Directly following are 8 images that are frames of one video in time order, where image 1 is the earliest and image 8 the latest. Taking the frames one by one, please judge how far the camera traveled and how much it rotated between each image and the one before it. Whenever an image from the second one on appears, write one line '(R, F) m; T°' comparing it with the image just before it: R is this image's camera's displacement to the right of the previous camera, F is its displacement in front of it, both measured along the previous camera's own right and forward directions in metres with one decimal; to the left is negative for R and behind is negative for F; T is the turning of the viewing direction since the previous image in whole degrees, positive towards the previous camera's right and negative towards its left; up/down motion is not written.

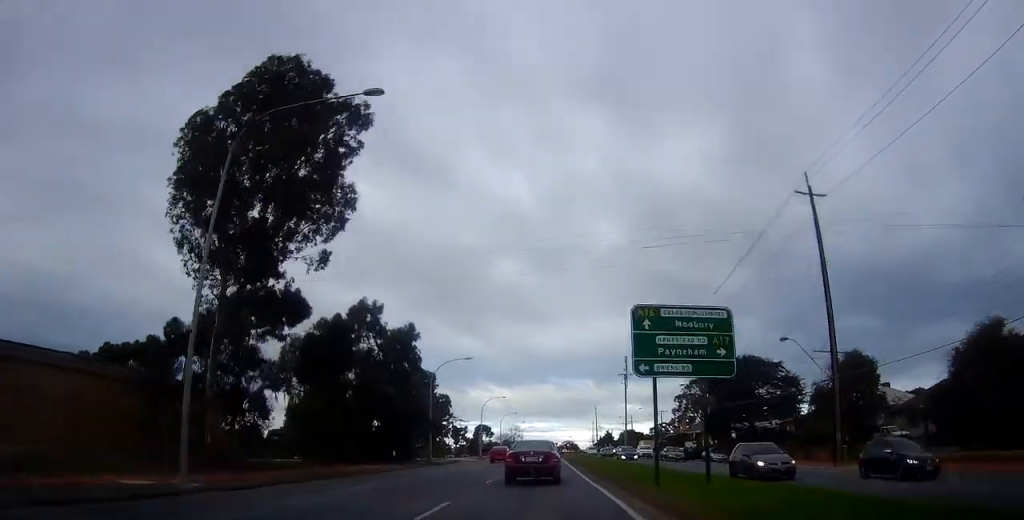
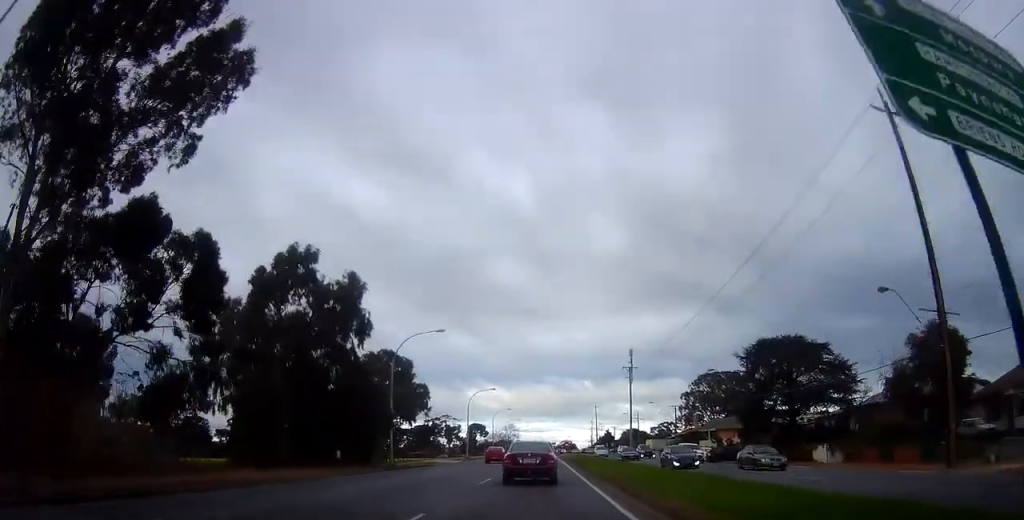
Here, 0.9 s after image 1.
(0.0, +12.6) m; +2°
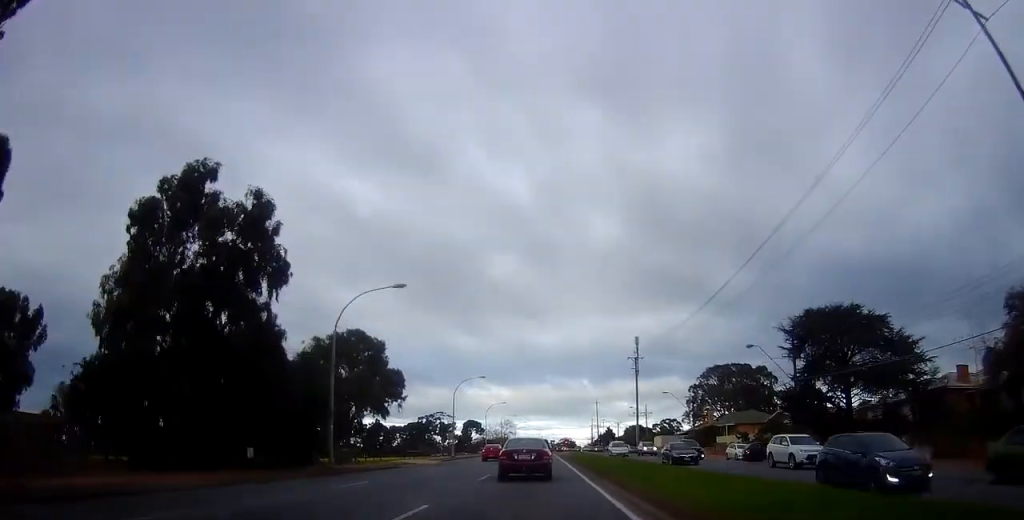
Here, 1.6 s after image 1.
(+0.4, +11.1) m; 0°
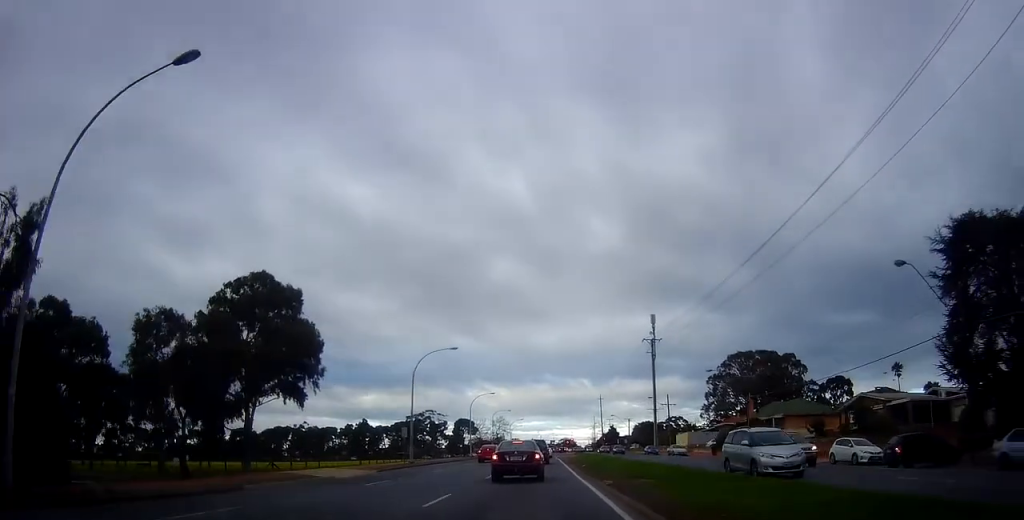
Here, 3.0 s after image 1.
(-0.6, +20.5) m; -1°
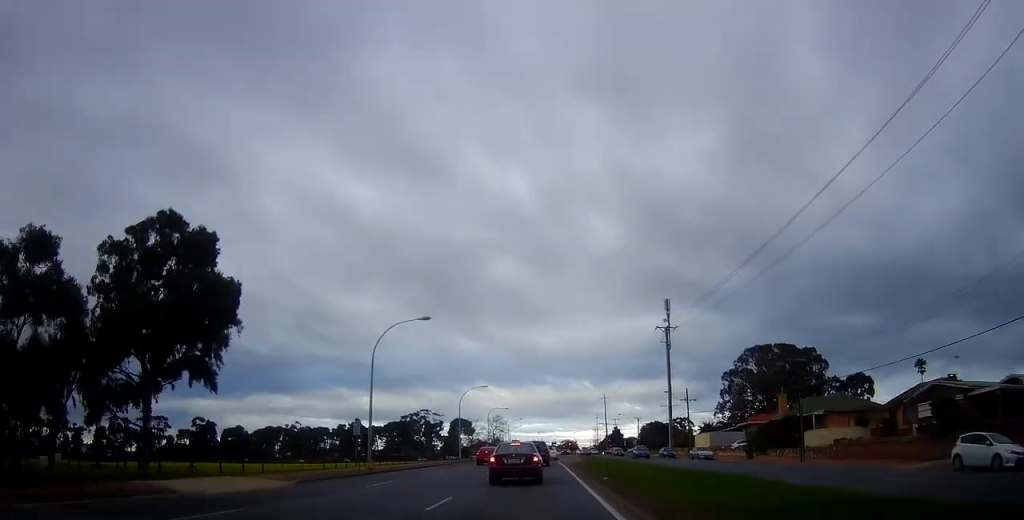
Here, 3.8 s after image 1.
(0.0, +11.8) m; +1°
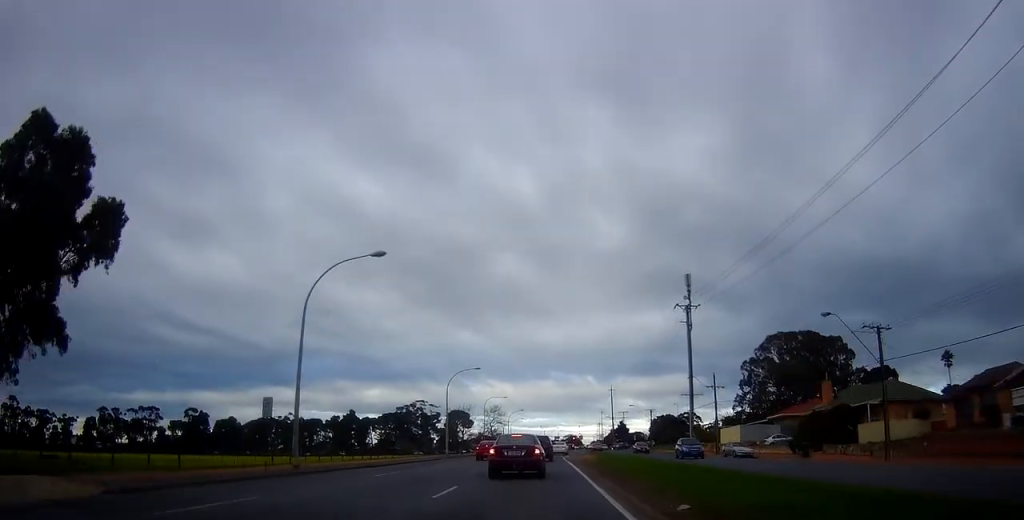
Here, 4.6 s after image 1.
(+0.4, +11.7) m; 0°
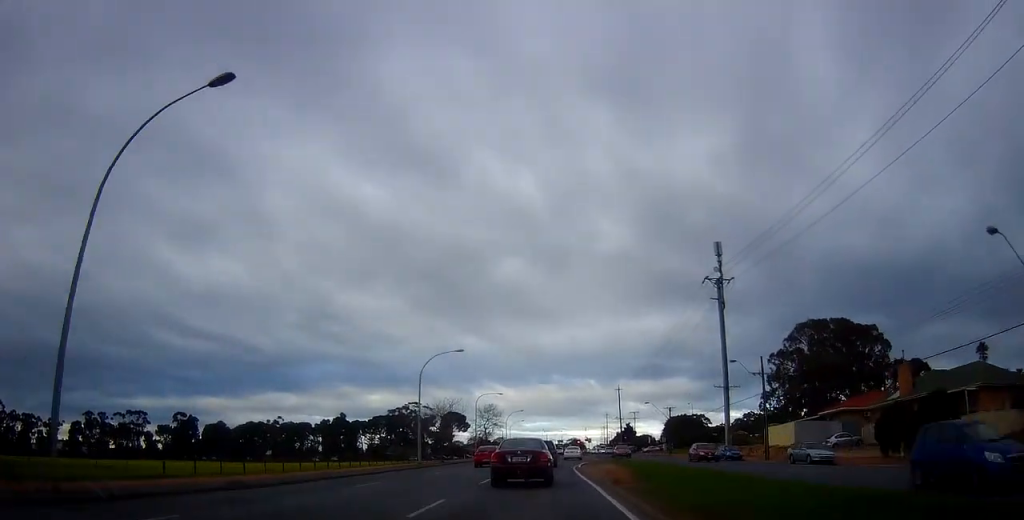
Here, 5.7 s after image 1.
(-0.5, +14.8) m; -2°
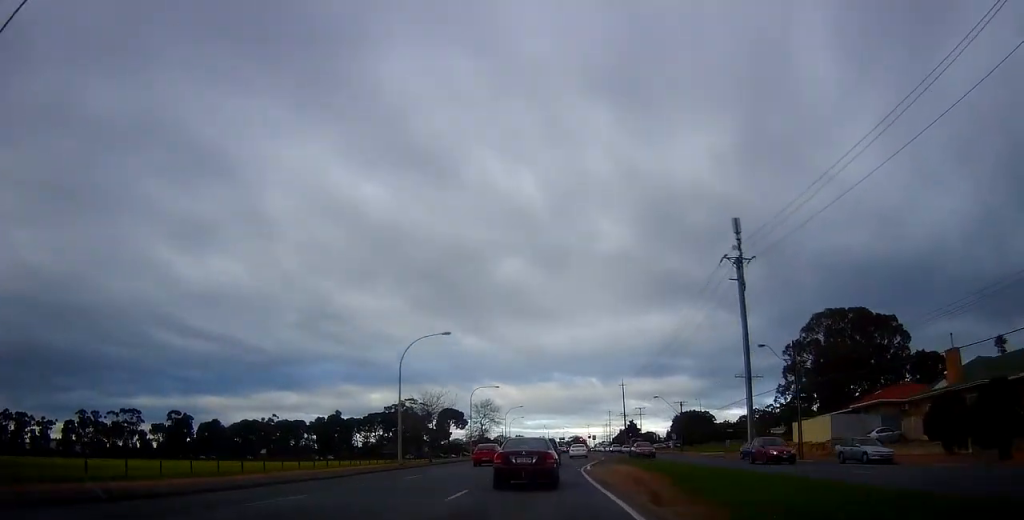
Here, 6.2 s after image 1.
(0.0, +7.1) m; 0°
